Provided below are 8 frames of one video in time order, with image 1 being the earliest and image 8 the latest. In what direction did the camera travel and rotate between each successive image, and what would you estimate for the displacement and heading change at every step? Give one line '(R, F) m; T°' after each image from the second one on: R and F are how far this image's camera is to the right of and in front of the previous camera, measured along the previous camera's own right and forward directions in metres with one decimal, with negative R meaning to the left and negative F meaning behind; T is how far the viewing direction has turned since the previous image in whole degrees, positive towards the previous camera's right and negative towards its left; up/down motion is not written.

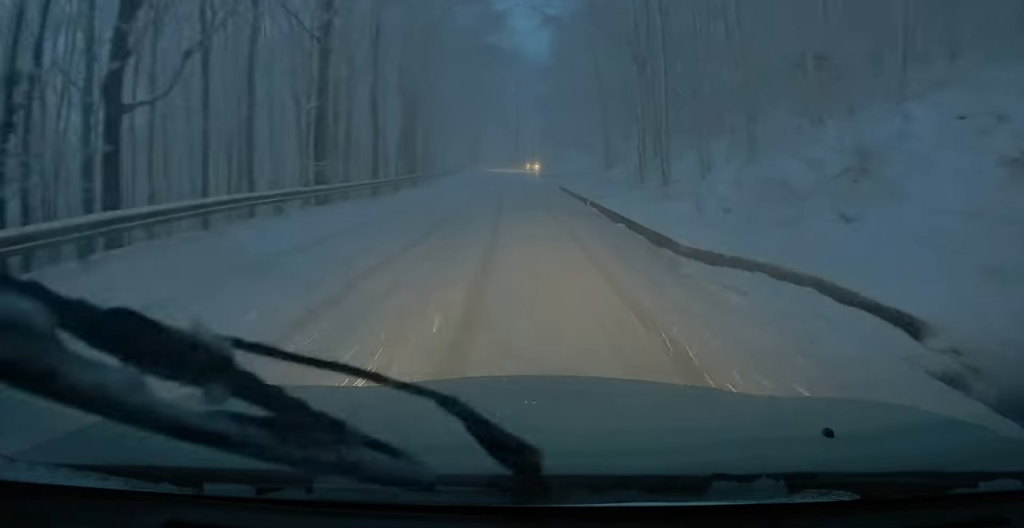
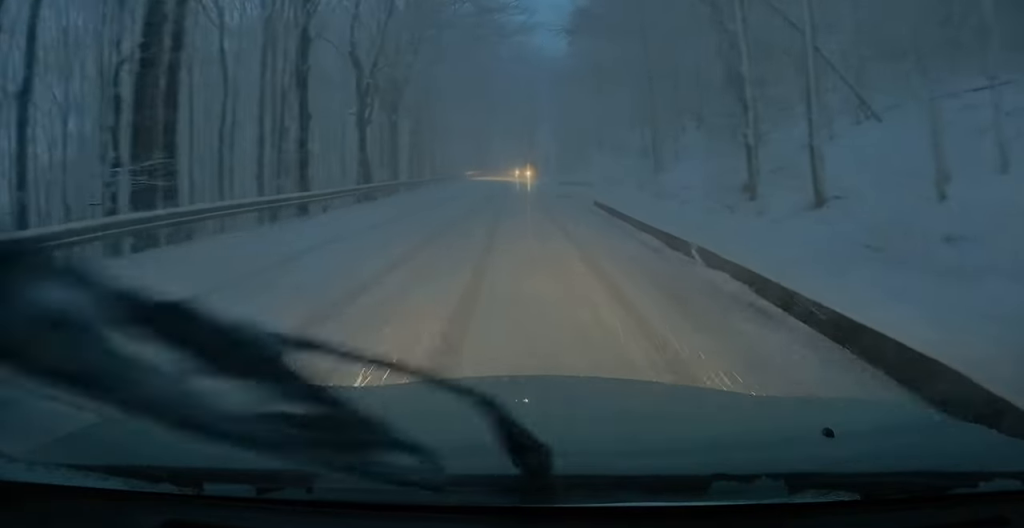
(+0.3, +13.4) m; +1°
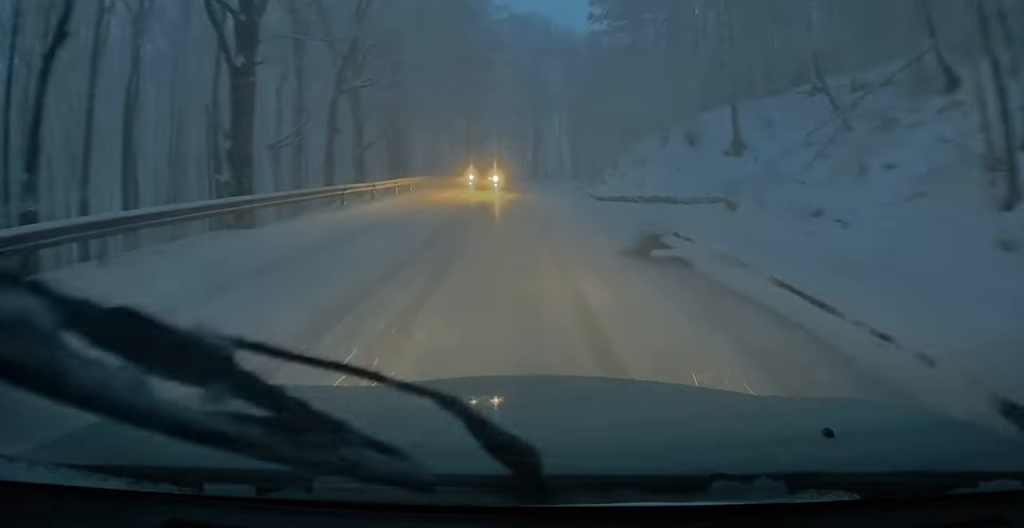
(-0.2, +21.7) m; 0°
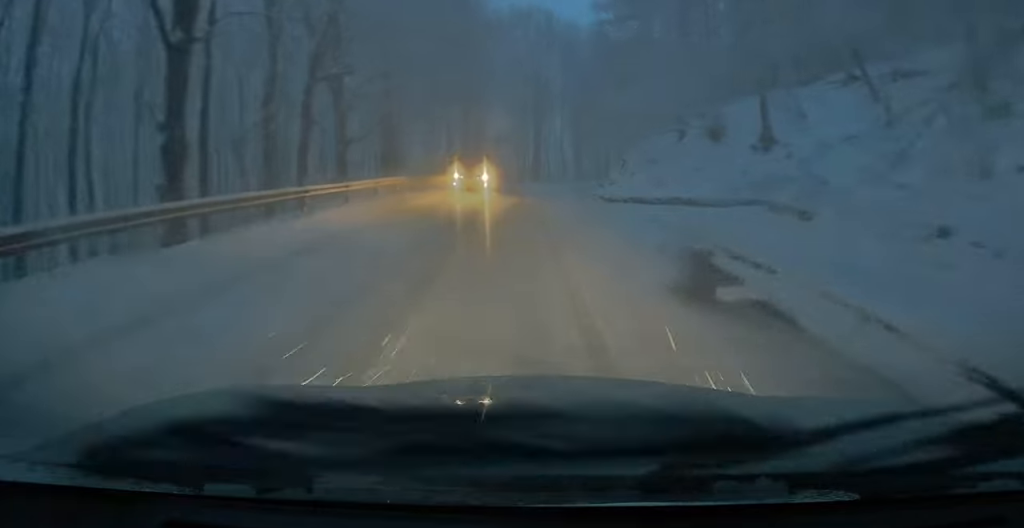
(0.0, +3.7) m; +1°
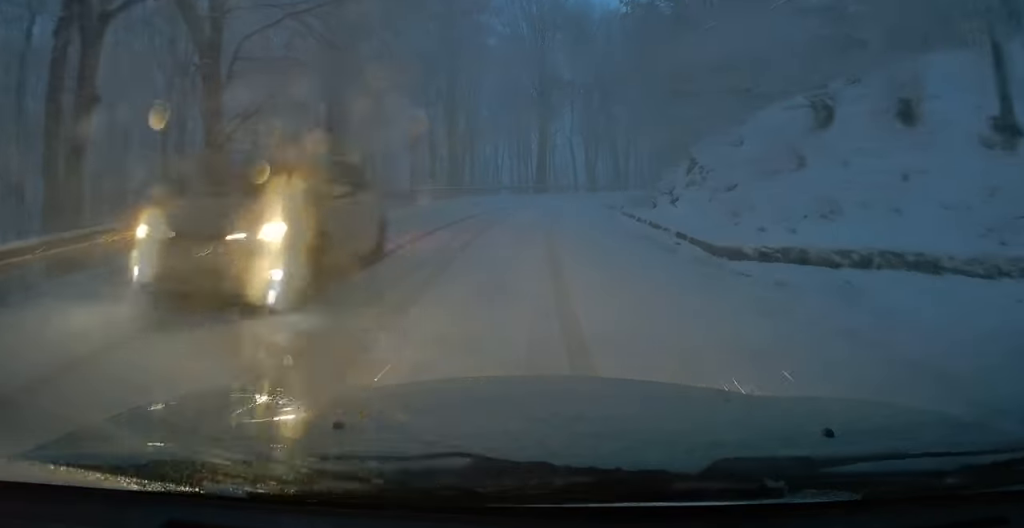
(+0.3, +12.8) m; +1°
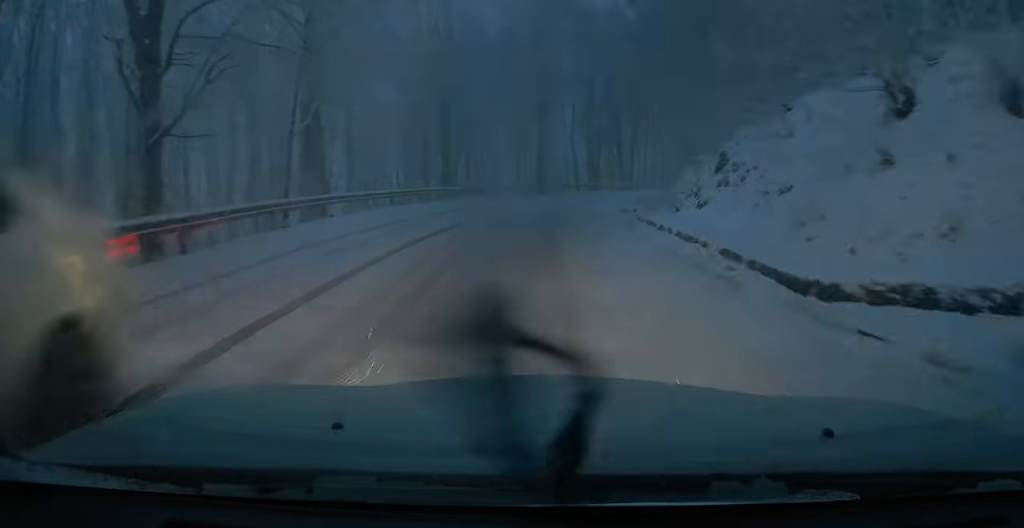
(0.0, +3.0) m; -1°
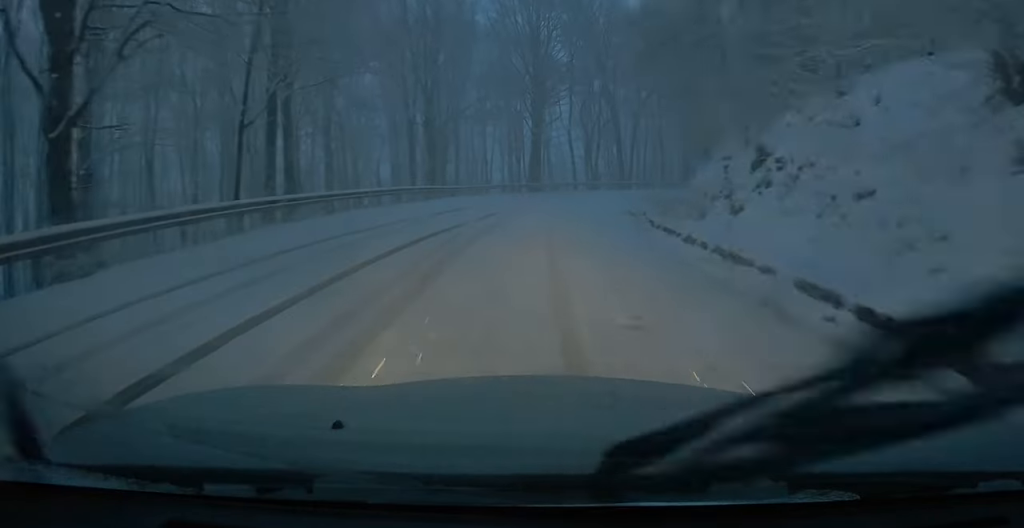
(-0.1, +3.3) m; -1°
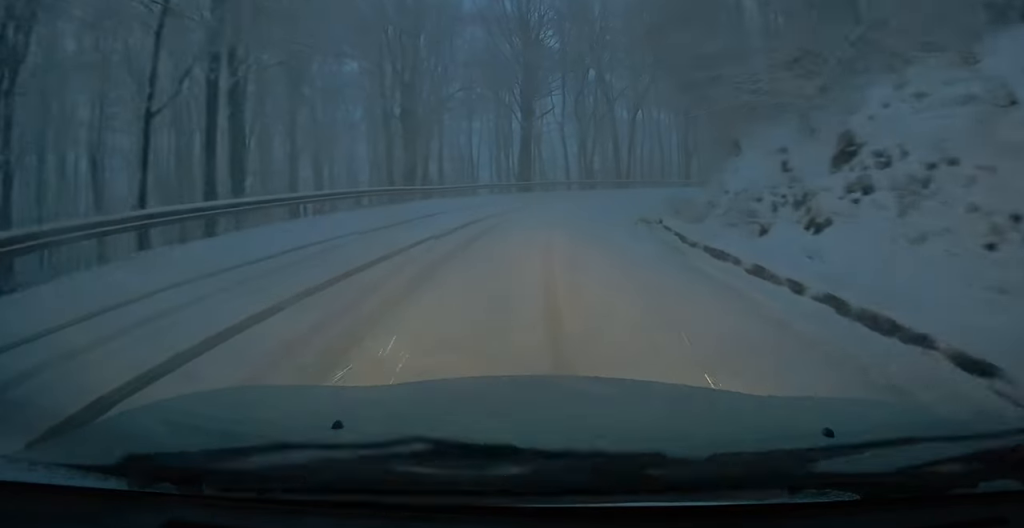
(-0.1, +4.4) m; -1°
